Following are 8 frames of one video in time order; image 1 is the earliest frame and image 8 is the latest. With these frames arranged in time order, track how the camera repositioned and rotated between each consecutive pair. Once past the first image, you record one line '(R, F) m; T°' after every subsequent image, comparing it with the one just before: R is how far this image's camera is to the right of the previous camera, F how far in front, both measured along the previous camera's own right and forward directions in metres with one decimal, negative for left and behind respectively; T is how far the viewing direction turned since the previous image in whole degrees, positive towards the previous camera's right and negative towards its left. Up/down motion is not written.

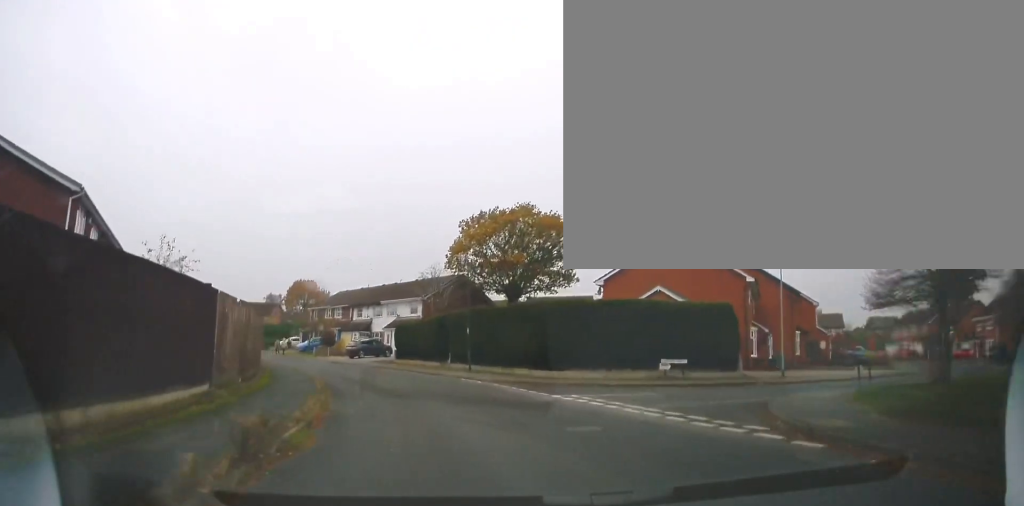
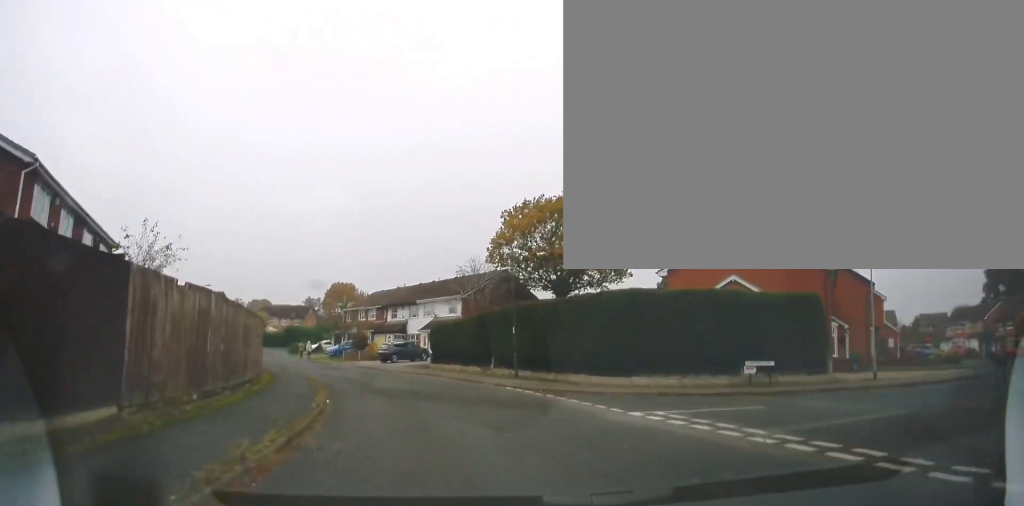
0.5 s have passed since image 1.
(-0.1, +4.5) m; -6°
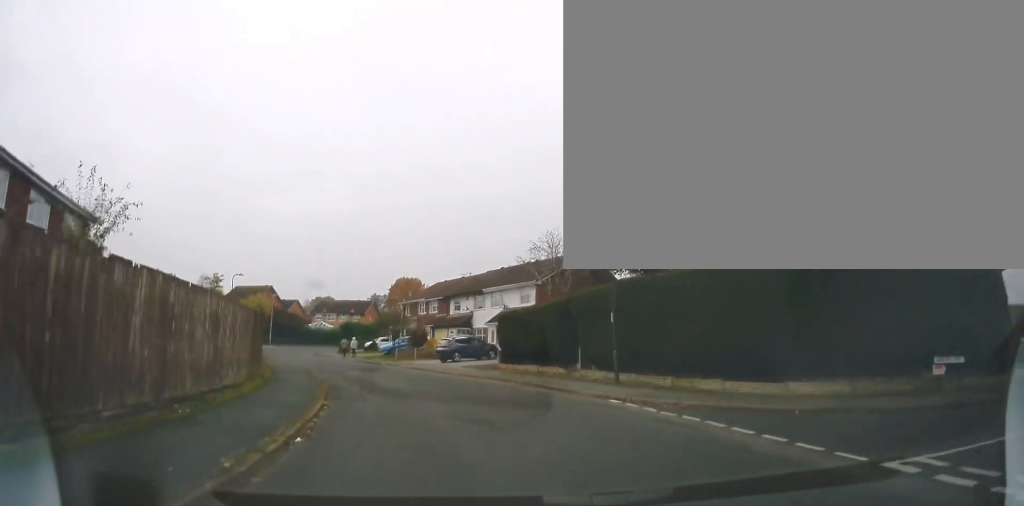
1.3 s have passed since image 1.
(-0.6, +6.9) m; -7°
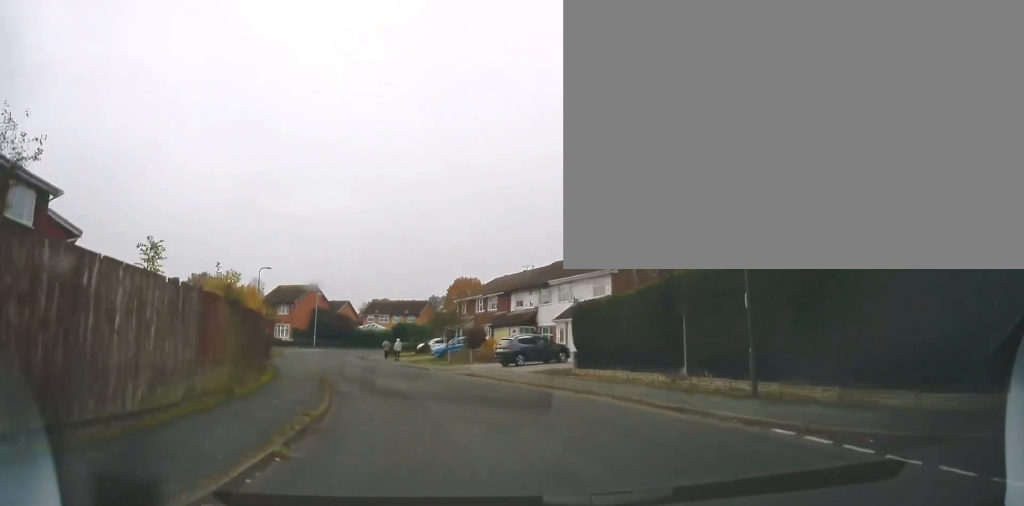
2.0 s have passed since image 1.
(-0.3, +6.0) m; -5°
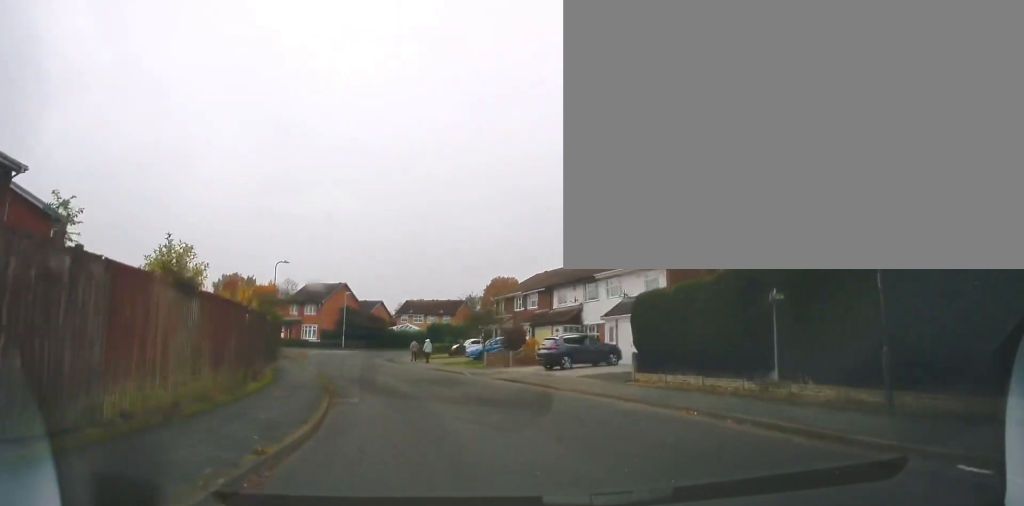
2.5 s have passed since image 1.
(0.0, +4.0) m; -3°
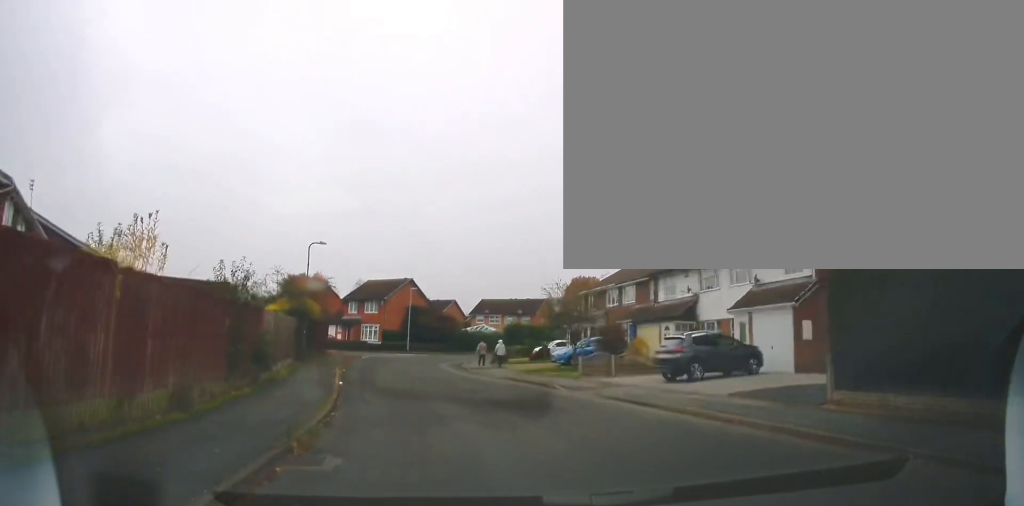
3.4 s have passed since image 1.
(-0.5, +7.5) m; -6°
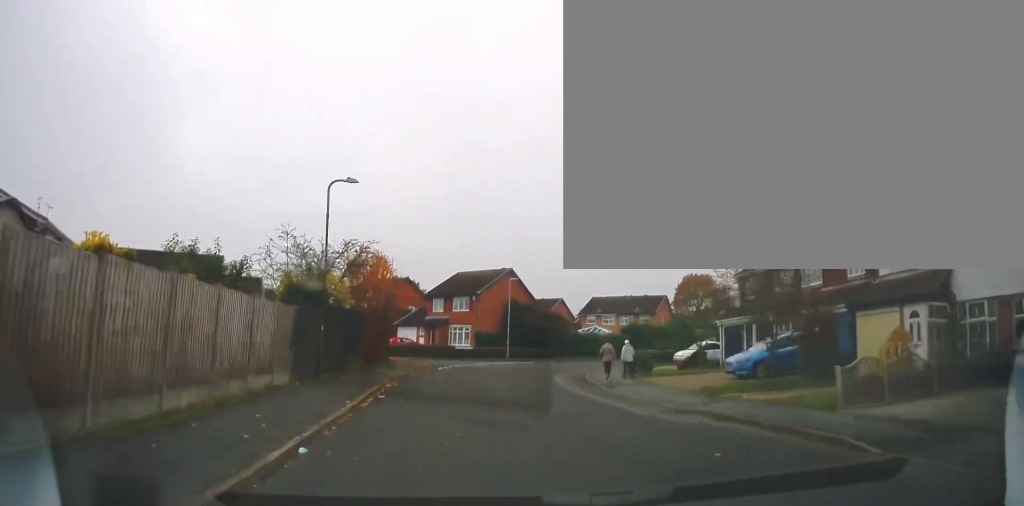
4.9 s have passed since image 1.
(-0.9, +12.3) m; -9°
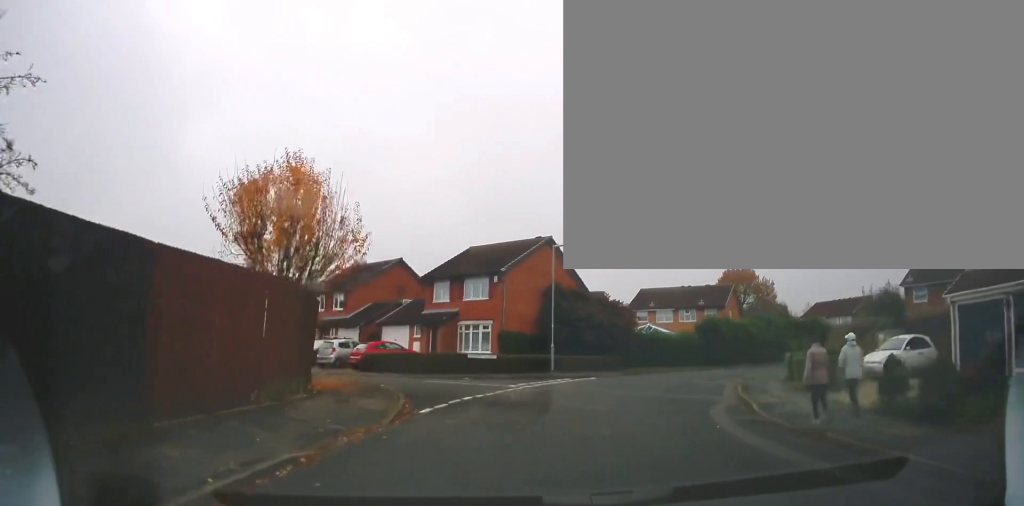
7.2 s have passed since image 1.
(-1.4, +17.1) m; -3°
